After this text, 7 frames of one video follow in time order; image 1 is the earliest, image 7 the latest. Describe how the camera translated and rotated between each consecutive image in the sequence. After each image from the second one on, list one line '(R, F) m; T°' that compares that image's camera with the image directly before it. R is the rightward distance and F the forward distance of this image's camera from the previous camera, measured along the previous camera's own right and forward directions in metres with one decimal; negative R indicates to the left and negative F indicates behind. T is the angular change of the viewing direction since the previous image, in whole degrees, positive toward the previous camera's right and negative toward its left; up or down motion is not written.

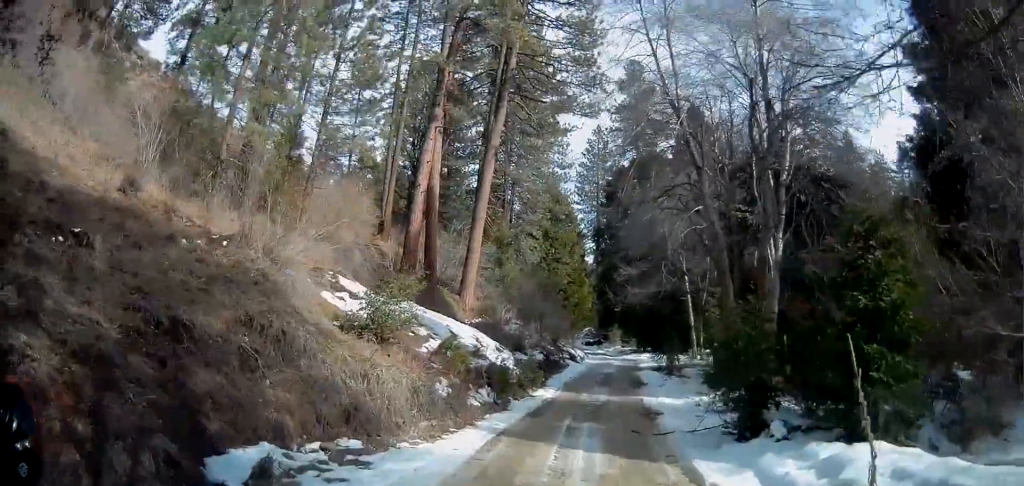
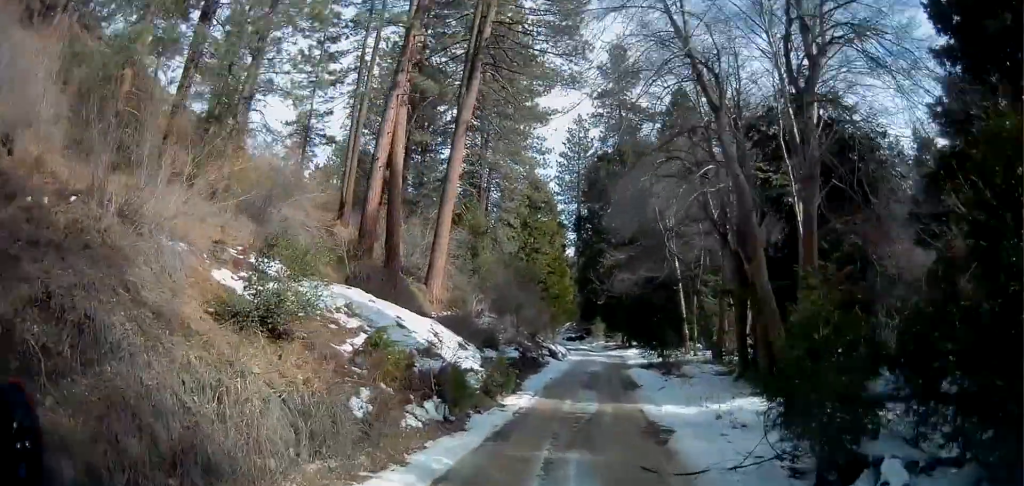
(+0.1, +4.2) m; +5°
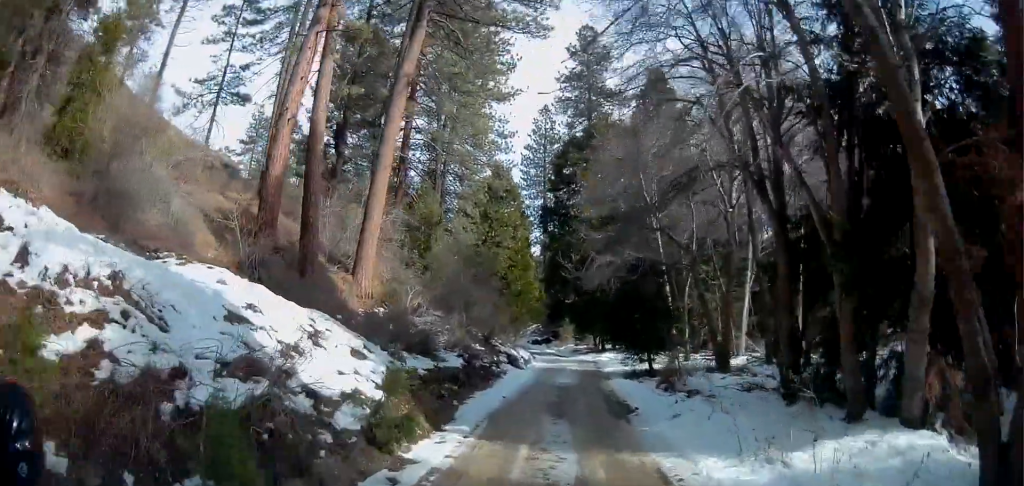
(+0.5, +7.2) m; +3°
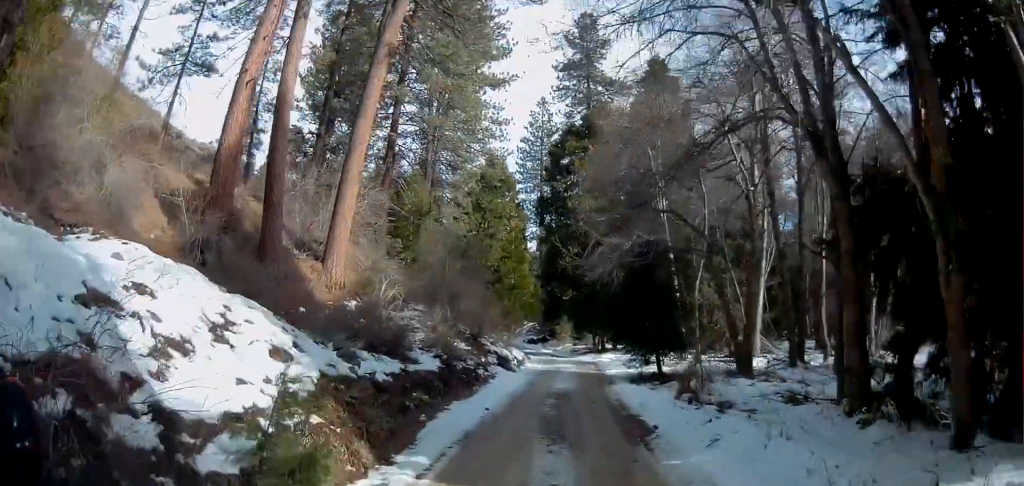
(-0.1, +3.4) m; 0°
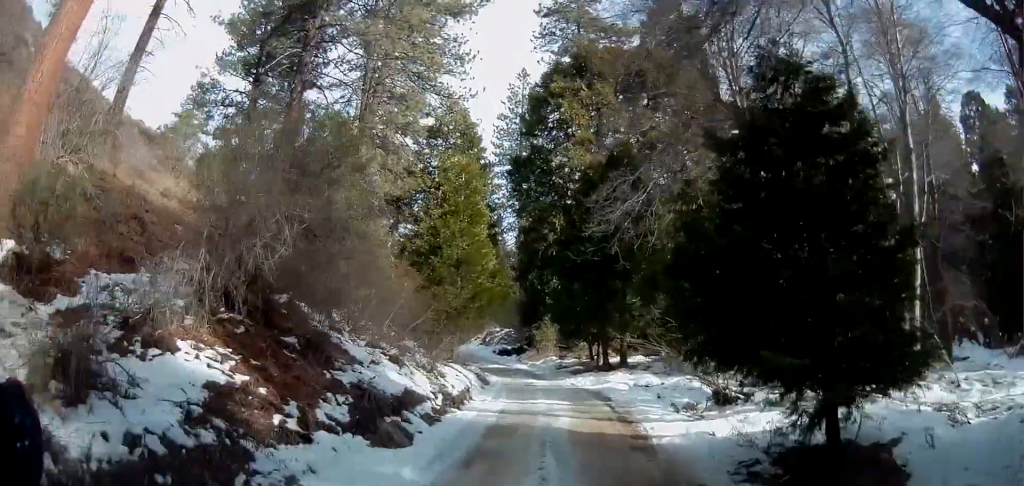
(0.0, +17.0) m; 0°
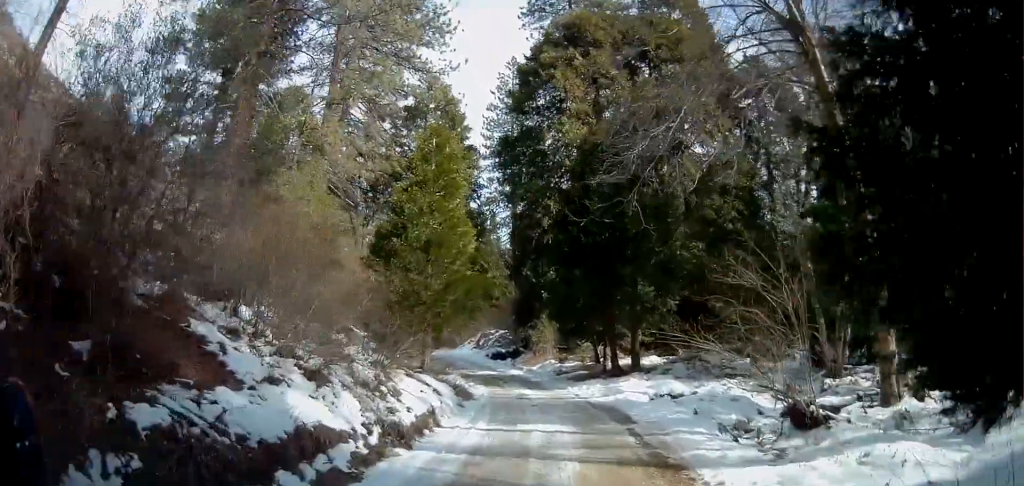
(+0.2, +5.1) m; 0°
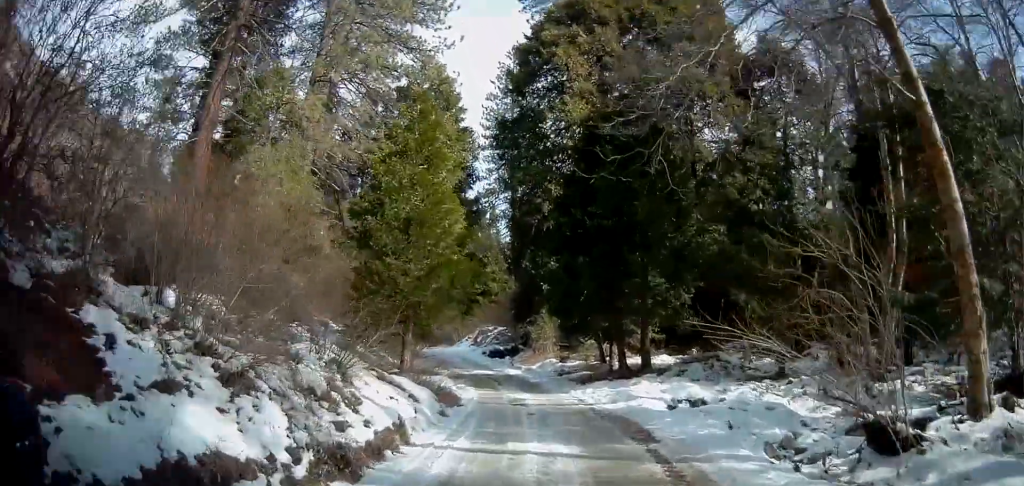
(-0.1, +2.6) m; -1°
